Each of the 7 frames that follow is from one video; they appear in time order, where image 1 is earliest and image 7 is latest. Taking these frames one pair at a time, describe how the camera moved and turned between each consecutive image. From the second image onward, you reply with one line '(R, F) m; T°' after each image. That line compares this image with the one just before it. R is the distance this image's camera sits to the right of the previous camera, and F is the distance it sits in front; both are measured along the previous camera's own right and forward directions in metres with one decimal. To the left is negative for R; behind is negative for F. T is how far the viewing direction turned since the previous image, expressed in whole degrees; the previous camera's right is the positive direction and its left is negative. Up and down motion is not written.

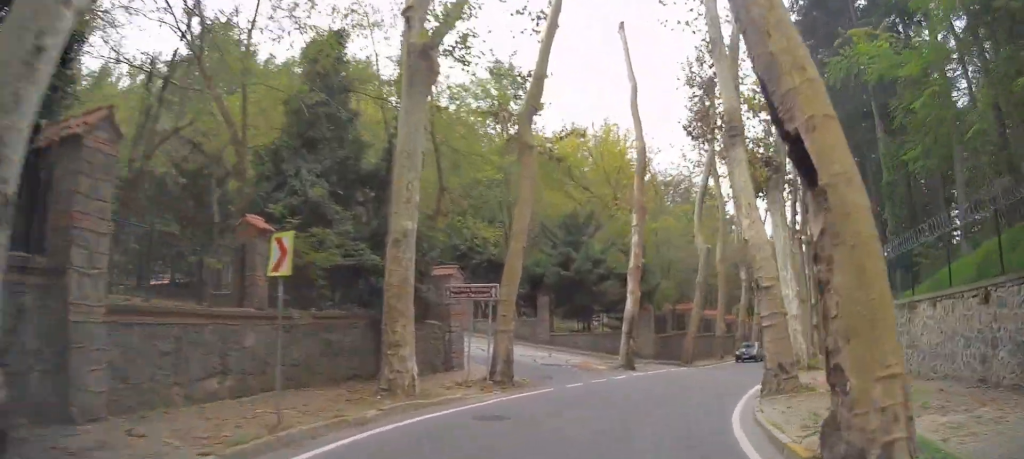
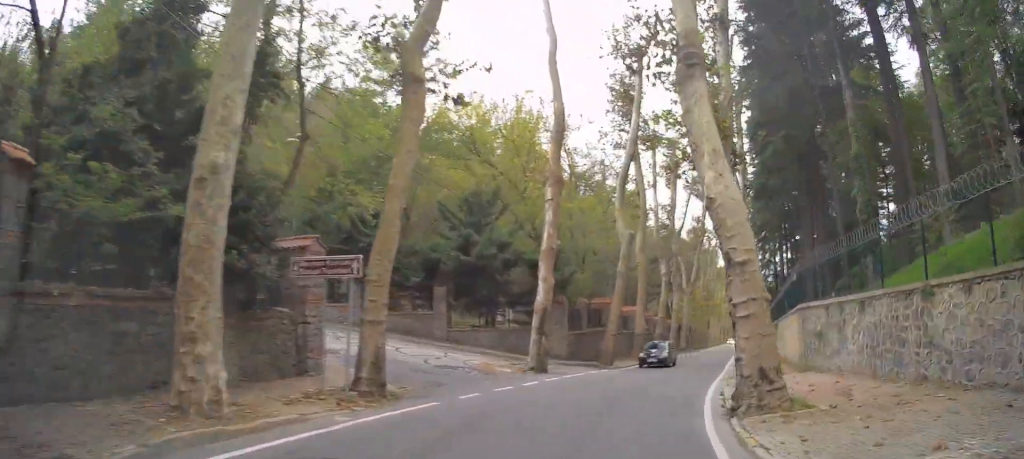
(+0.1, +4.8) m; +5°
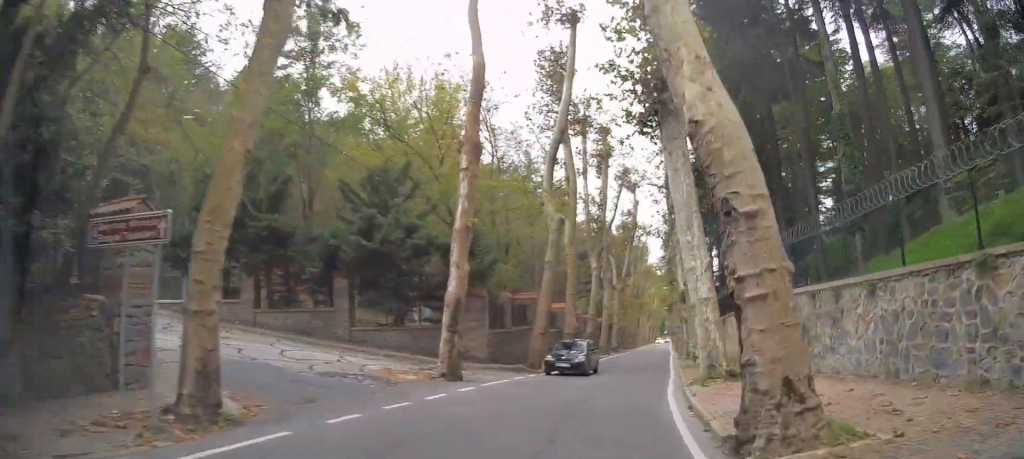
(+0.3, +4.2) m; +5°
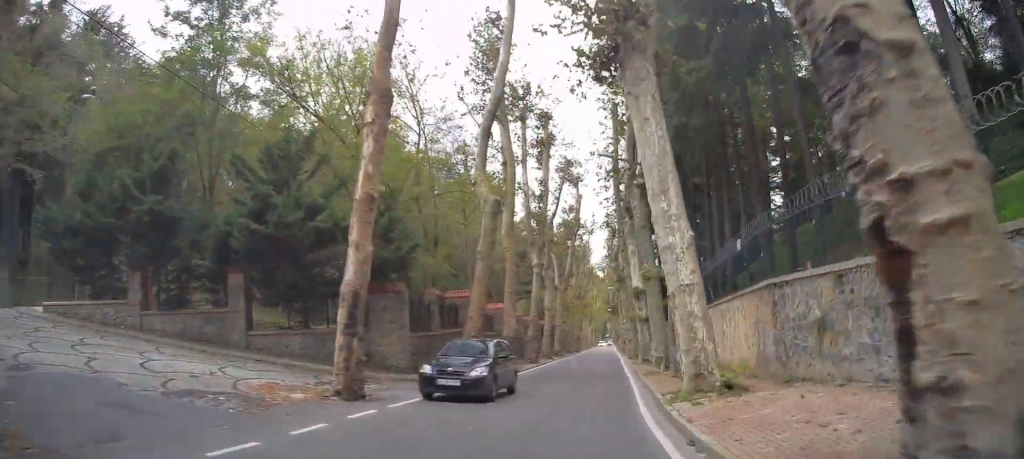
(+0.1, +4.6) m; +5°
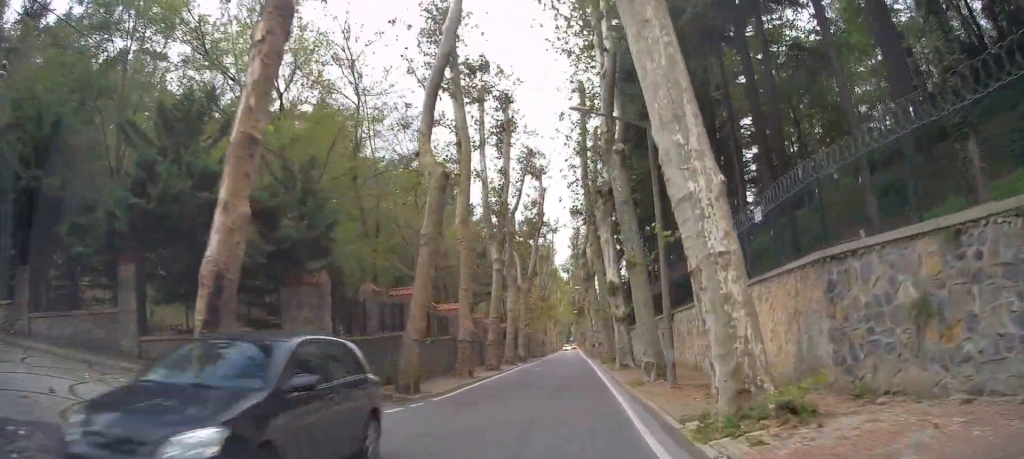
(+0.3, +5.0) m; +3°
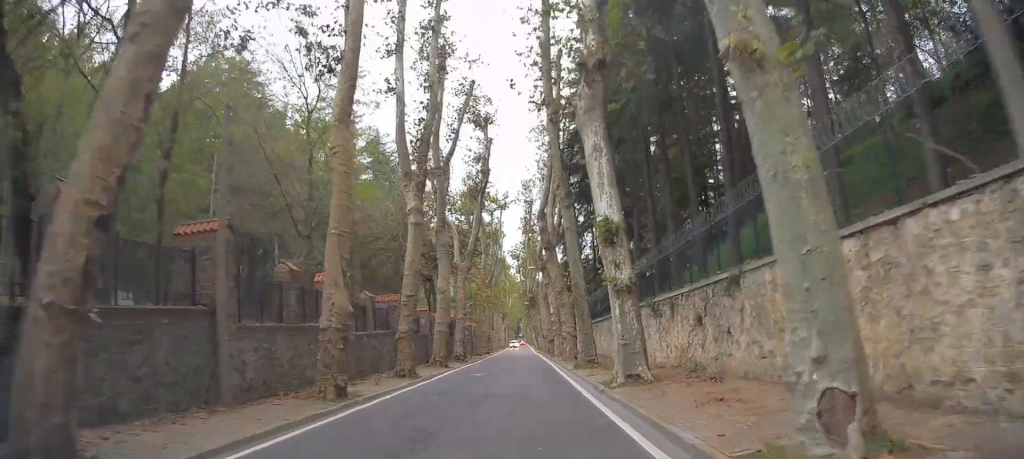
(+0.9, +14.6) m; +7°
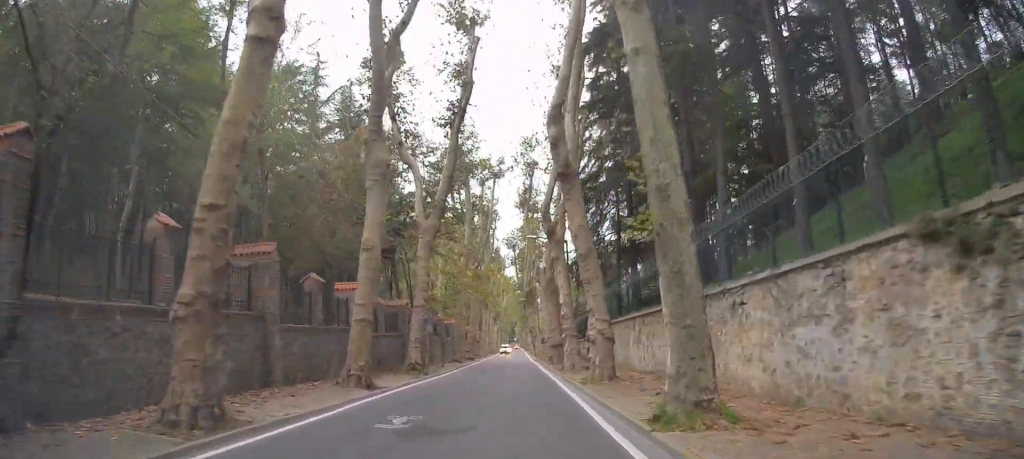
(+0.3, +16.9) m; +1°
